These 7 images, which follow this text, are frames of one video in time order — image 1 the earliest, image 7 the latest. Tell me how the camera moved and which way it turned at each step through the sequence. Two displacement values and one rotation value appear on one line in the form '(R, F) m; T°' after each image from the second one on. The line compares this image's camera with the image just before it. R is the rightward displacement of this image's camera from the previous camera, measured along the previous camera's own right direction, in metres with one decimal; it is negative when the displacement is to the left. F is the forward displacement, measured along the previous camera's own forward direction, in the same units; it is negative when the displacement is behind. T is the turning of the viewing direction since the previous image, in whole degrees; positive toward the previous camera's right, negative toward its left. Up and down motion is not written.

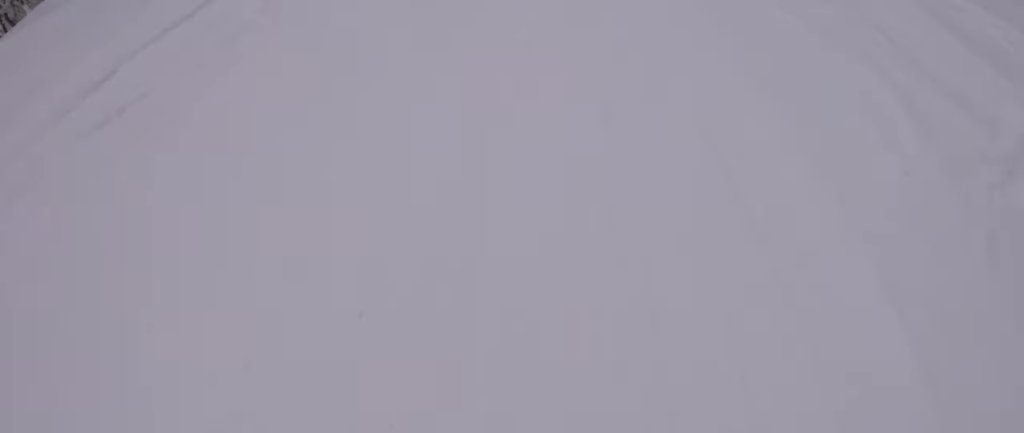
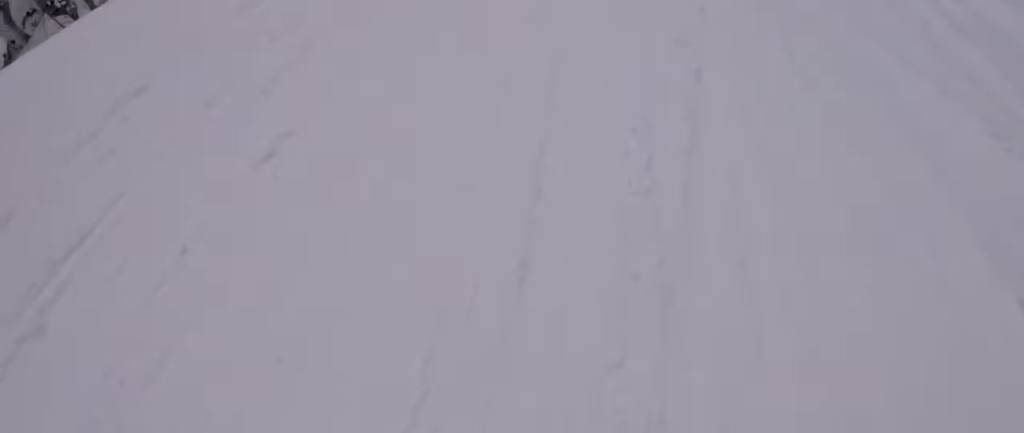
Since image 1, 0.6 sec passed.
(0.0, +4.8) m; 0°
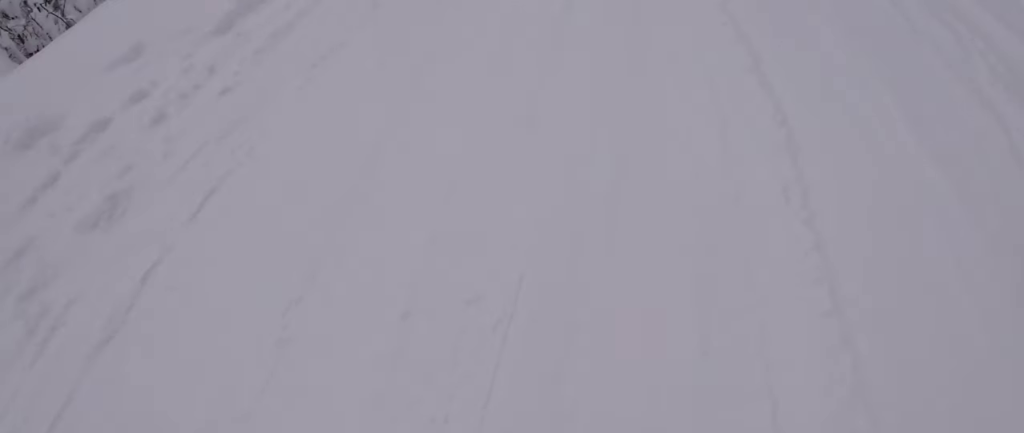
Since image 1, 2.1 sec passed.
(-1.0, +9.7) m; -11°
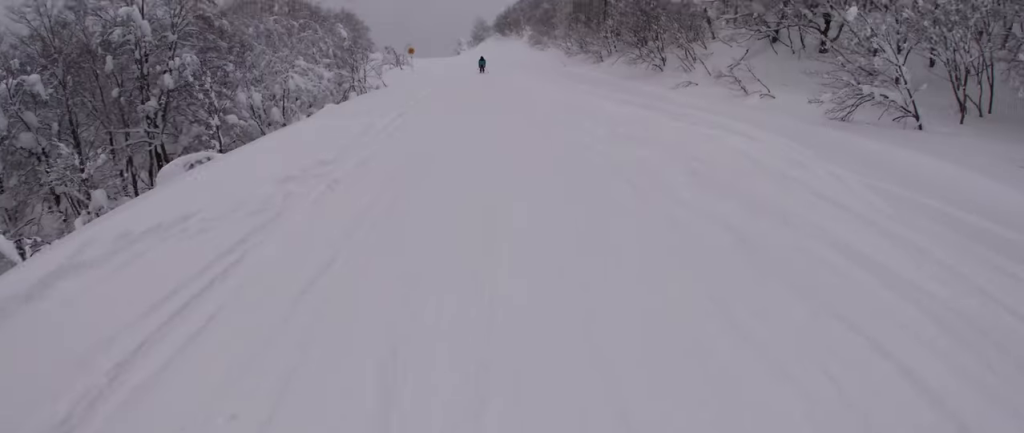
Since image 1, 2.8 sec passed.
(-0.3, +5.1) m; +3°
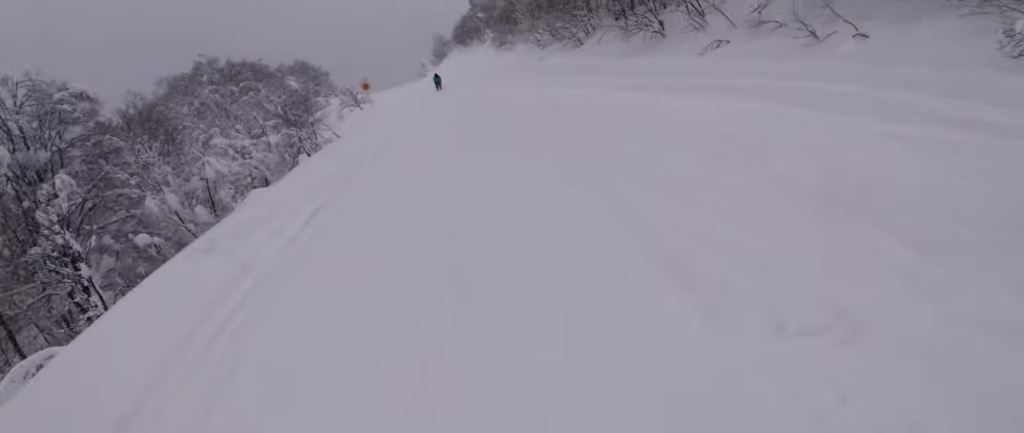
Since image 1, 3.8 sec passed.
(+1.0, +6.4) m; +8°
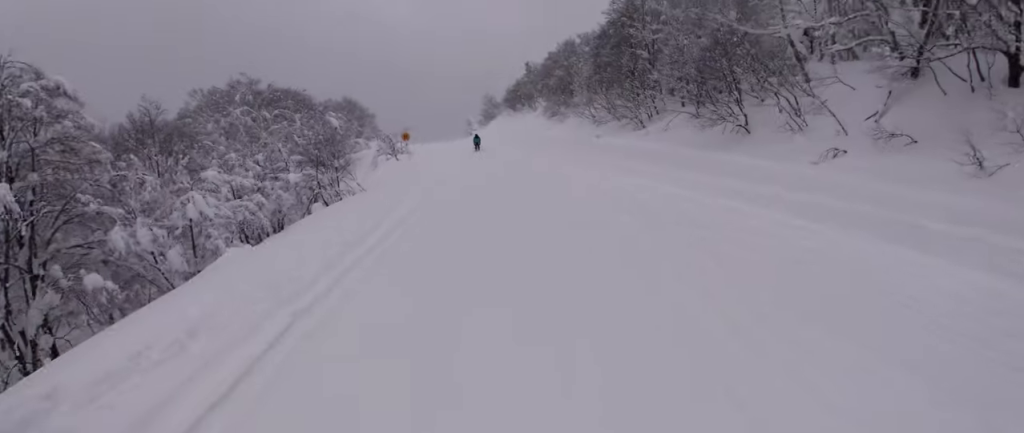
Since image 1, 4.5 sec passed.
(+0.5, +4.2) m; -6°
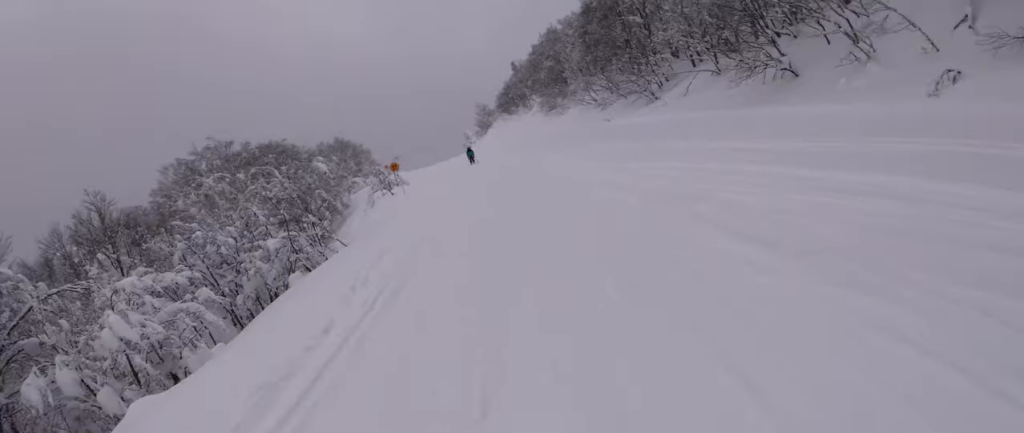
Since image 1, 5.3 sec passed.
(-1.1, +4.3) m; 0°
